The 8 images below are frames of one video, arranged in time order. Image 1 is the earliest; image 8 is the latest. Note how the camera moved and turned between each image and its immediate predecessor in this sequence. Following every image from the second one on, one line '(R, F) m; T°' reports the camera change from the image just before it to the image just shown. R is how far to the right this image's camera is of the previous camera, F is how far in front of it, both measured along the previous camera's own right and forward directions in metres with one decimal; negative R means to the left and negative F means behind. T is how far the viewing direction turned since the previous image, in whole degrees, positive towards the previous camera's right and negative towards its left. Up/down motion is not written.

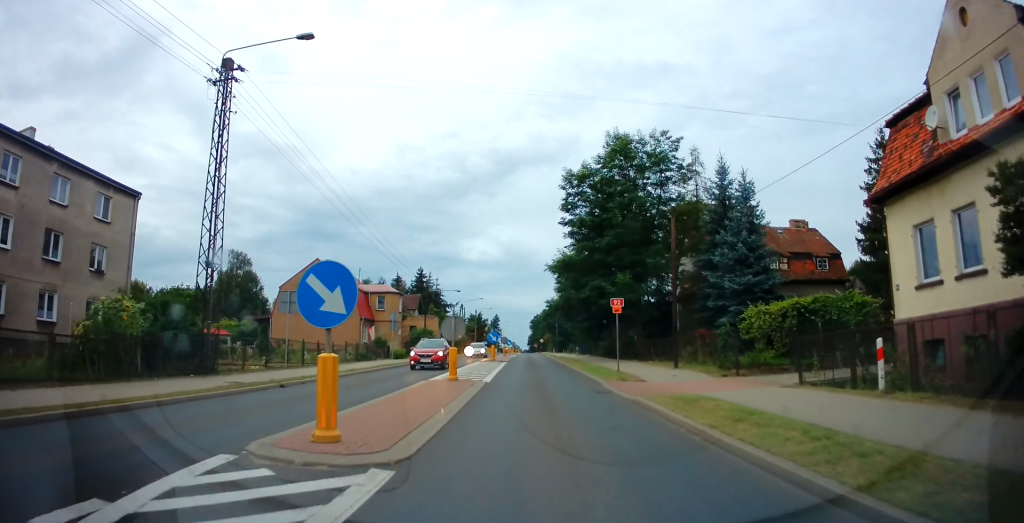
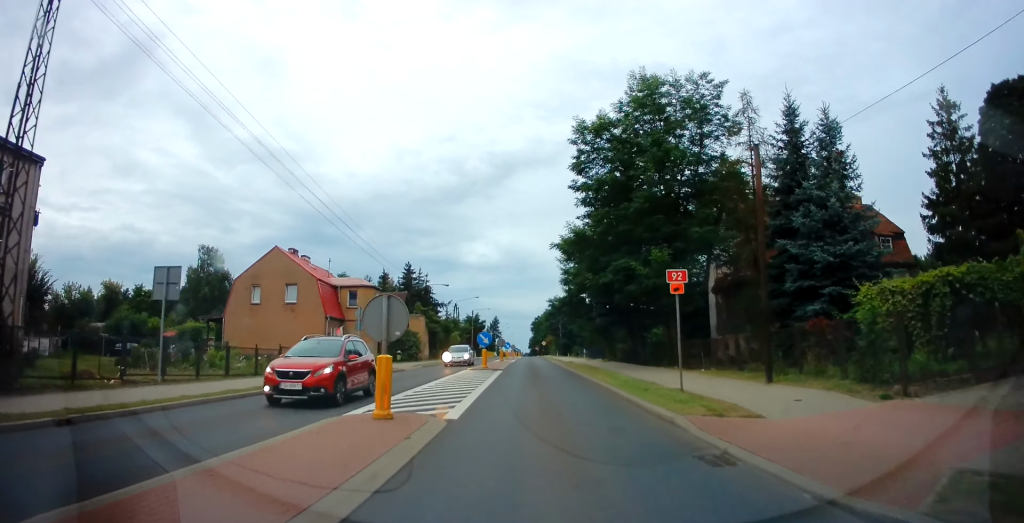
(+0.1, +9.0) m; -1°
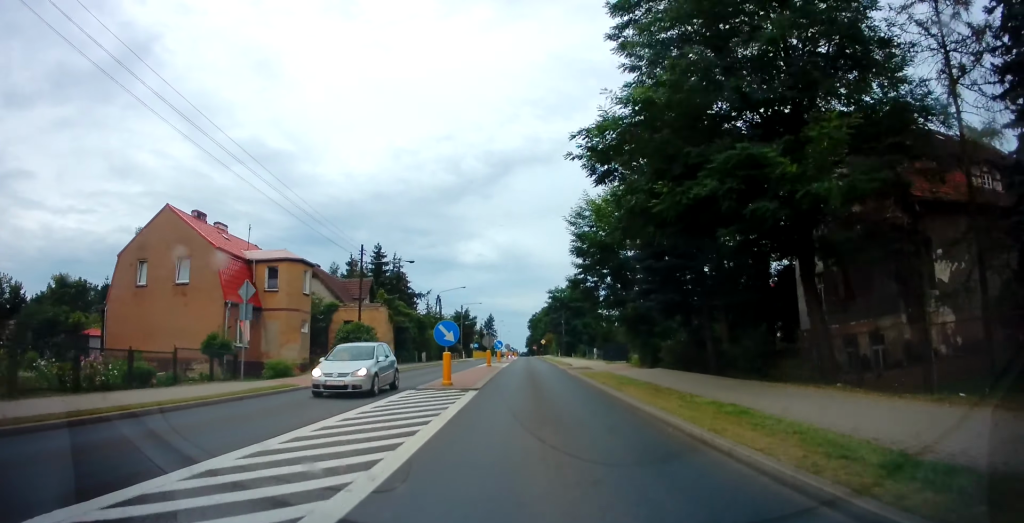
(-0.4, +14.1) m; 0°
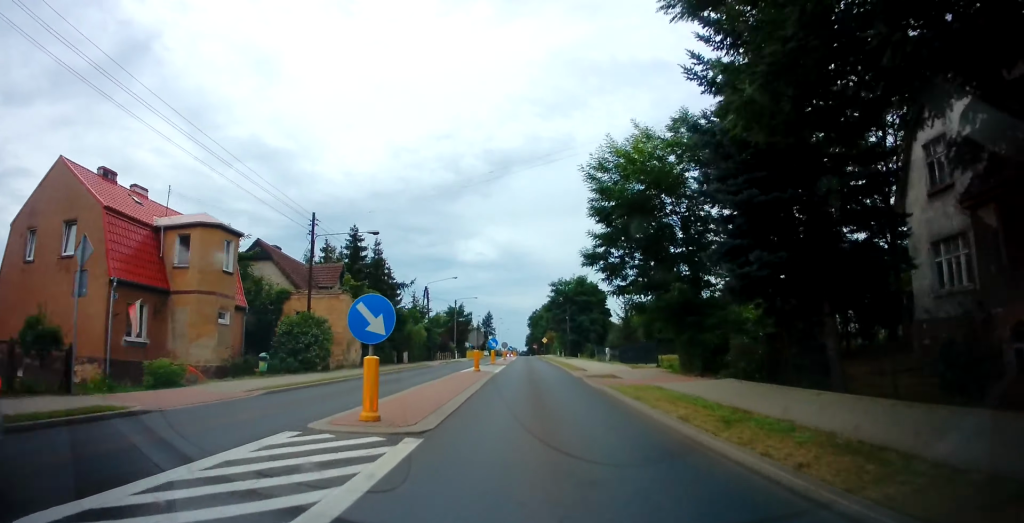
(+0.3, +8.9) m; +1°
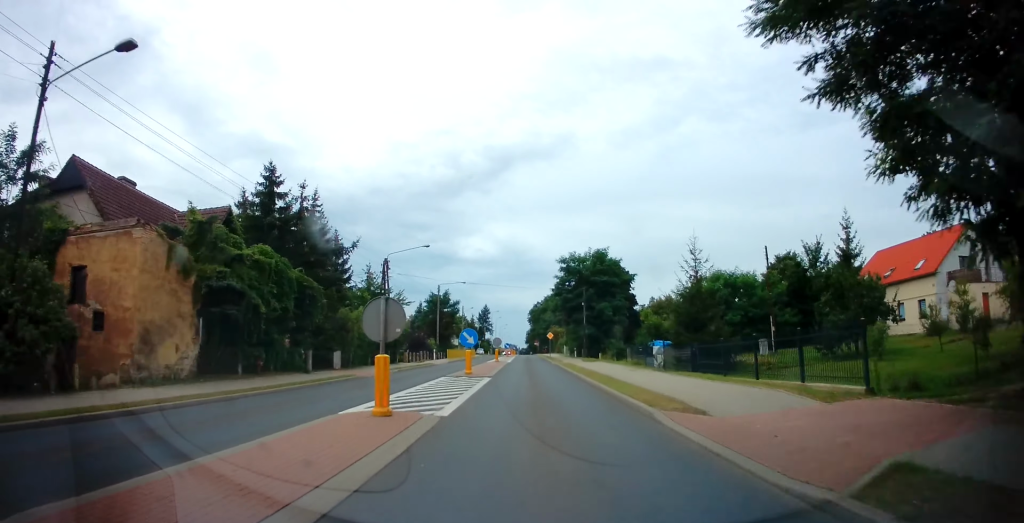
(+0.2, +18.7) m; +1°
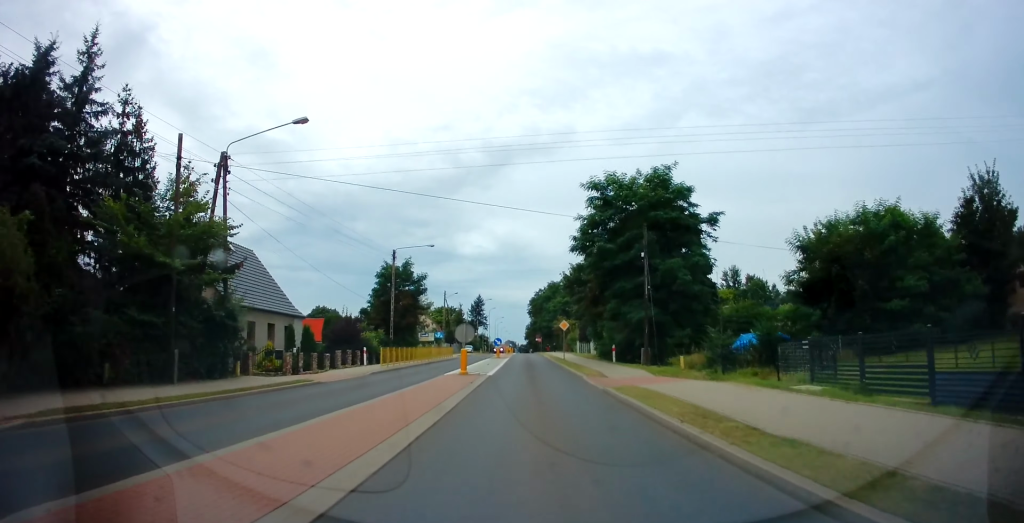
(-0.9, +25.6) m; -2°
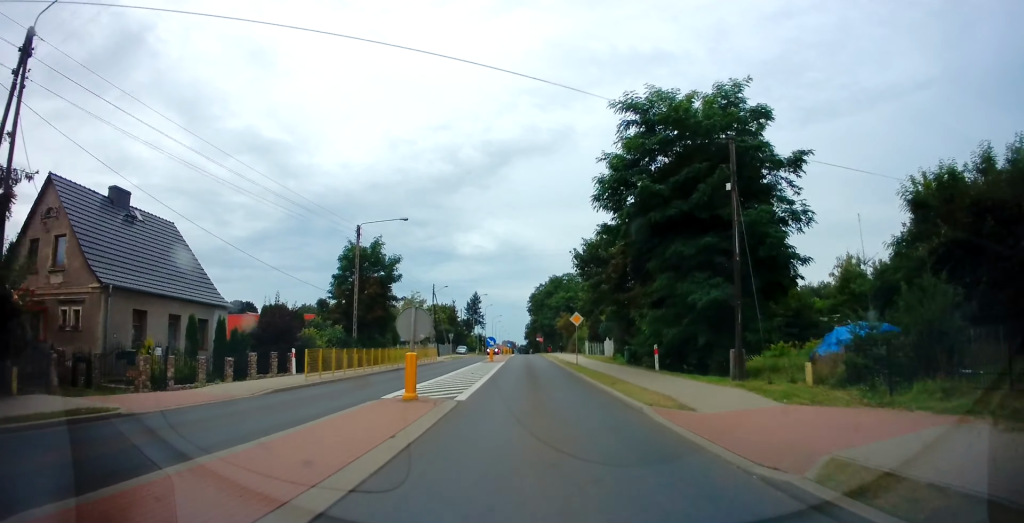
(+0.3, +10.7) m; 0°
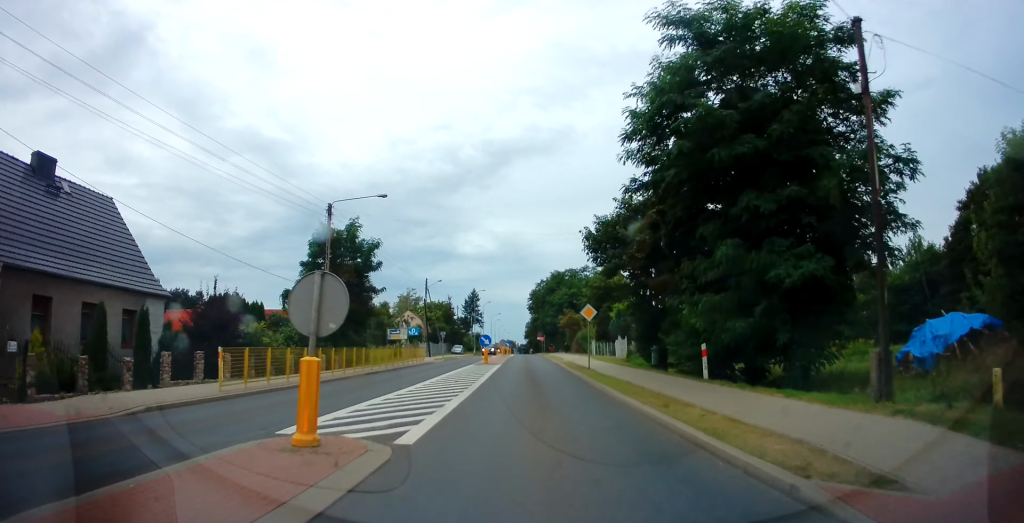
(+0.1, +6.0) m; 0°
